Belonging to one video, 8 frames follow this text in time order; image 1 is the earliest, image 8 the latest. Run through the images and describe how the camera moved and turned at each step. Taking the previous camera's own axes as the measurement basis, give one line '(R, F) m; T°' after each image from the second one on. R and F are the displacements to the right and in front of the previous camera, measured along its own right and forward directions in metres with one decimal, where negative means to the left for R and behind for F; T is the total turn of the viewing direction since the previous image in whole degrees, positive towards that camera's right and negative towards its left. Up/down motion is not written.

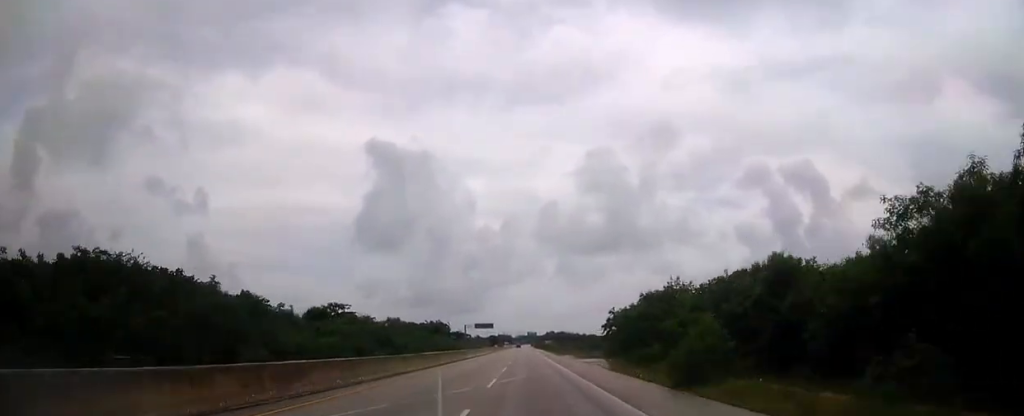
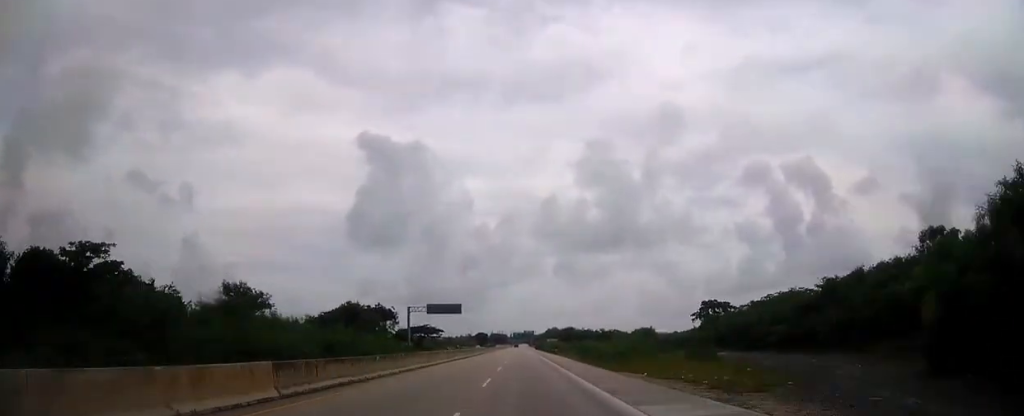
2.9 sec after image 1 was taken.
(+0.1, +82.9) m; 0°
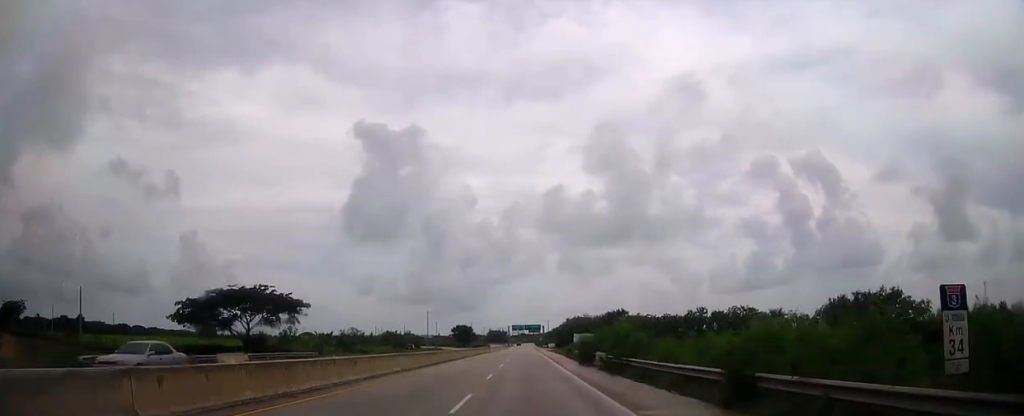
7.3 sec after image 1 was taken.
(-0.2, +126.0) m; 0°
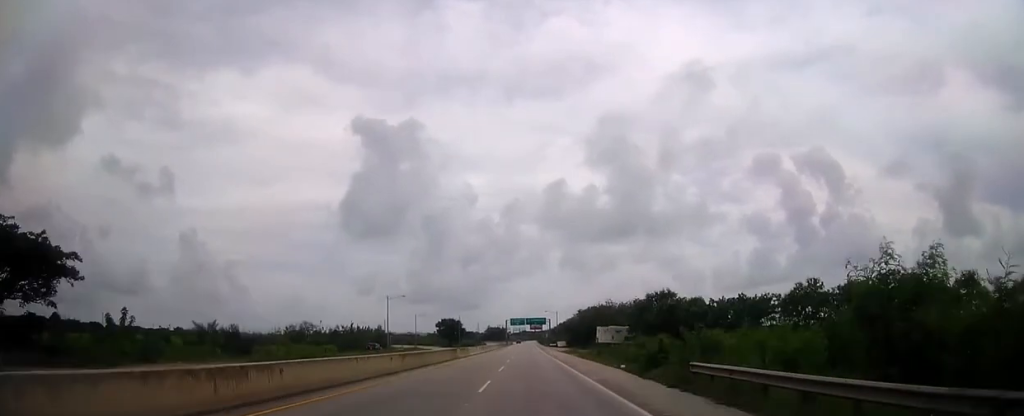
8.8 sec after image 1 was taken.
(+0.1, +42.5) m; 0°
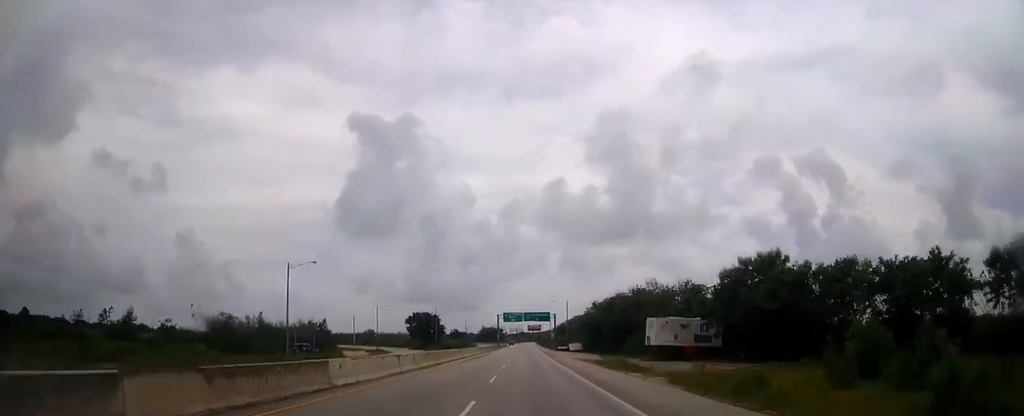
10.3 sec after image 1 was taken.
(-0.3, +42.5) m; 0°
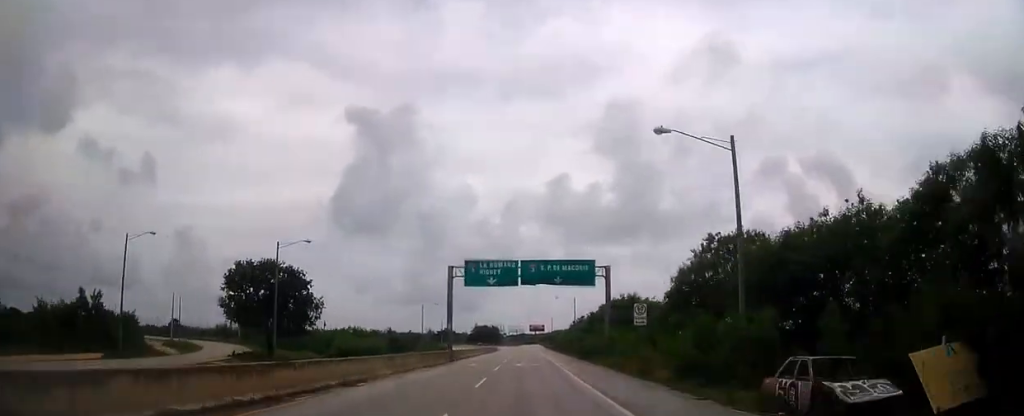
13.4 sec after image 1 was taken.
(+0.4, +86.0) m; 0°
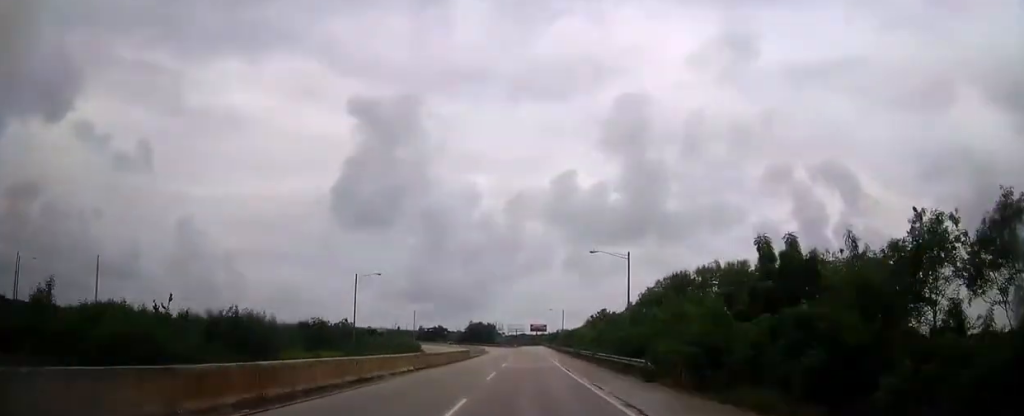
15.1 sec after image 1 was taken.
(-0.4, +46.7) m; -1°
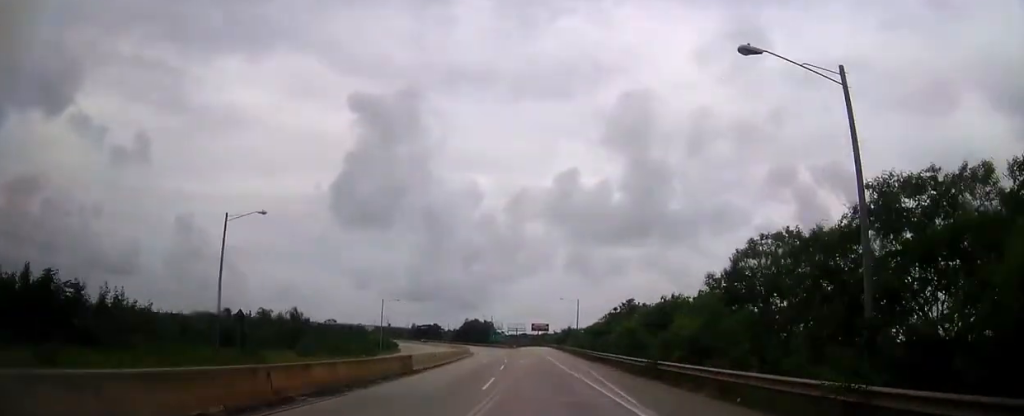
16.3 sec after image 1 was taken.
(-0.1, +32.6) m; -1°
